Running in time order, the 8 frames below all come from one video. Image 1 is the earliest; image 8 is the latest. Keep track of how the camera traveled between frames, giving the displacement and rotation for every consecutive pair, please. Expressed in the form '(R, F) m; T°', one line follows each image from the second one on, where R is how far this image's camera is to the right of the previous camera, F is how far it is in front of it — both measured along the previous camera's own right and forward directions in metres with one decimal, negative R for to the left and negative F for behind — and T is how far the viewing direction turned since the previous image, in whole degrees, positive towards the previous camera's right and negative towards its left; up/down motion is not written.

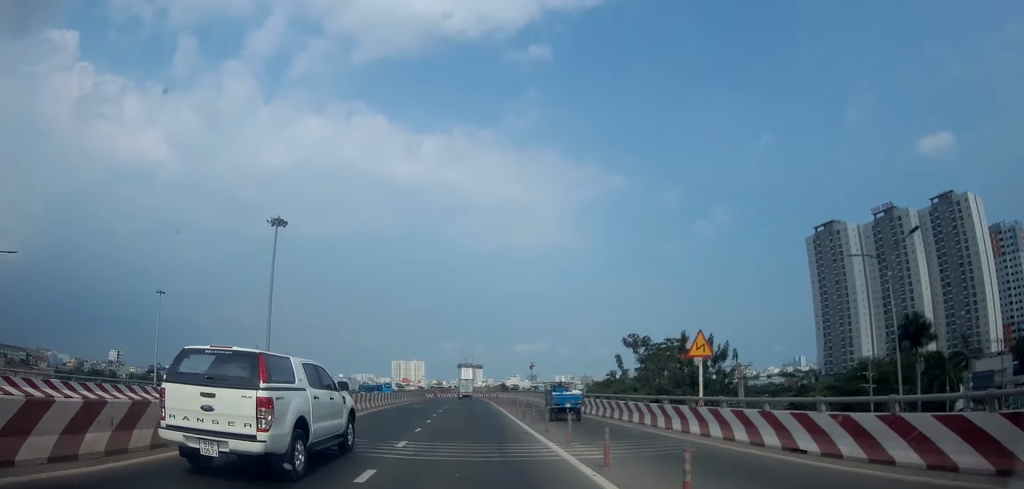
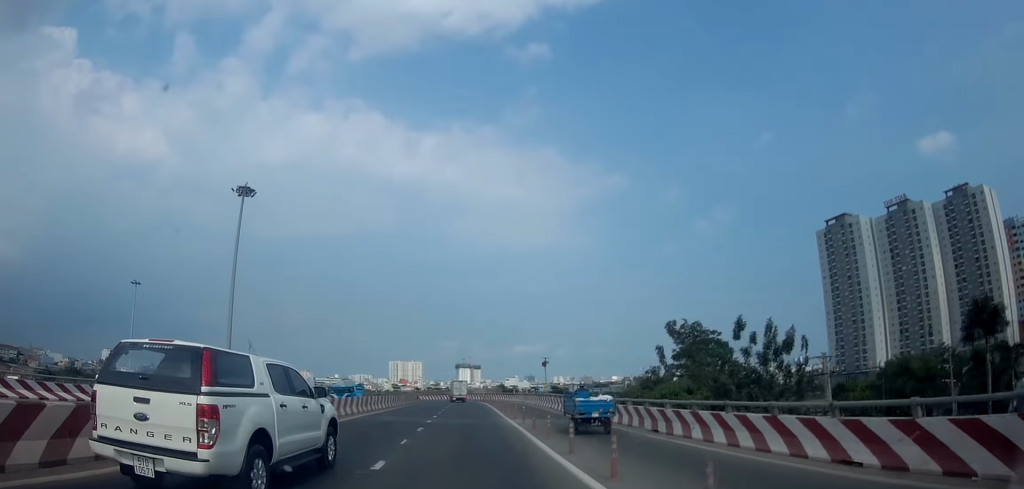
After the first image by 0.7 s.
(0.0, +10.7) m; 0°
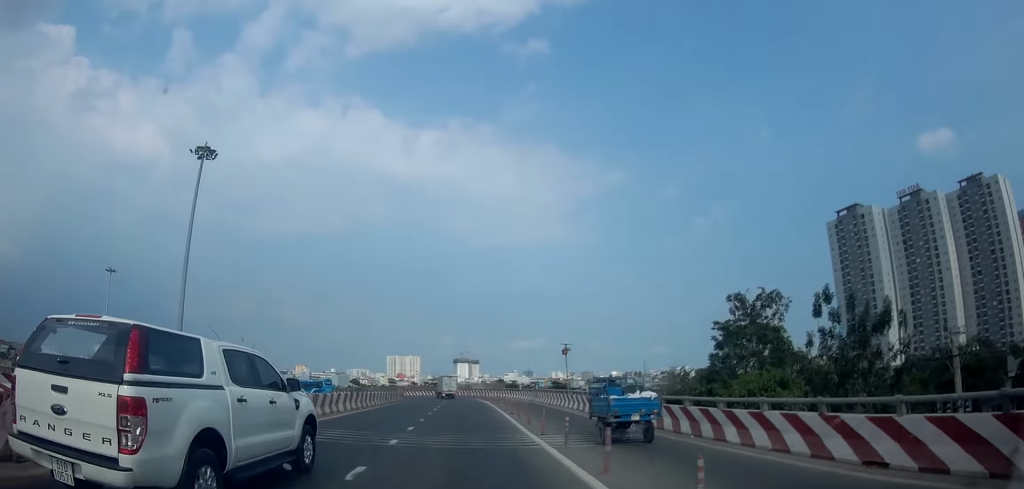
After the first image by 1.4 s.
(0.0, +9.4) m; 0°
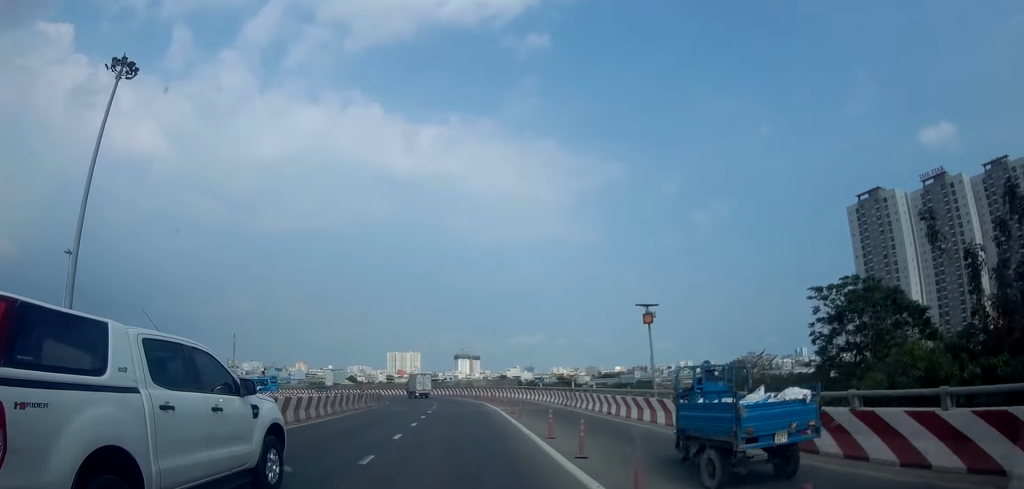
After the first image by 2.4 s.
(+0.1, +15.0) m; 0°
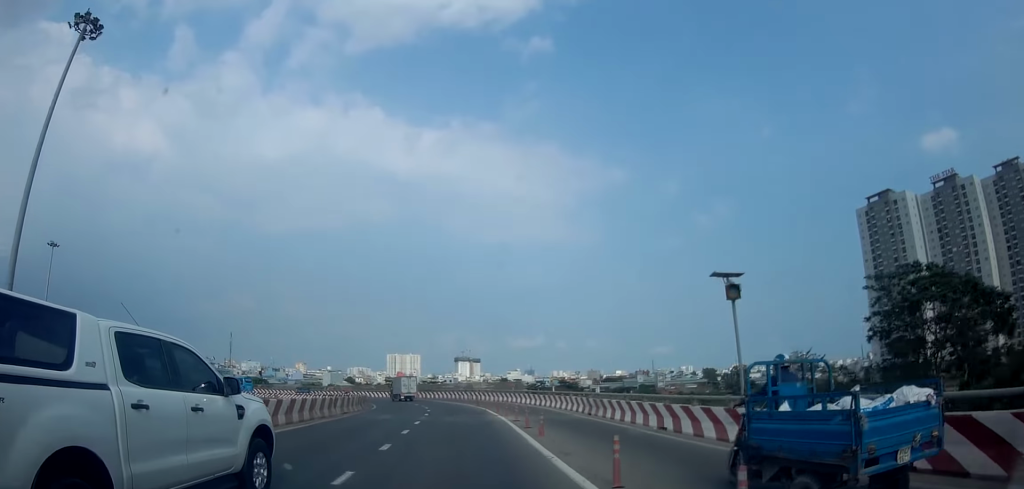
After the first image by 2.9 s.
(0.0, +6.2) m; 0°
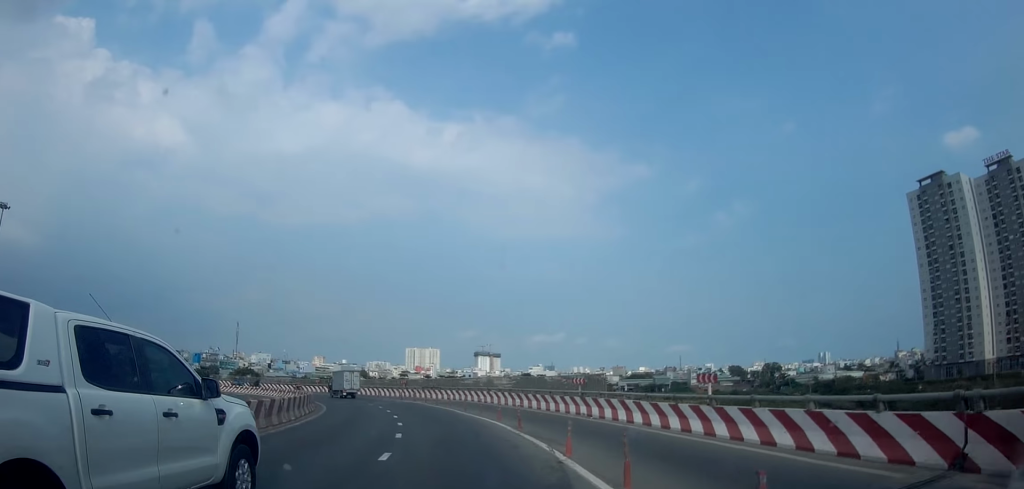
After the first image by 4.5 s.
(-0.3, +20.2) m; -2°
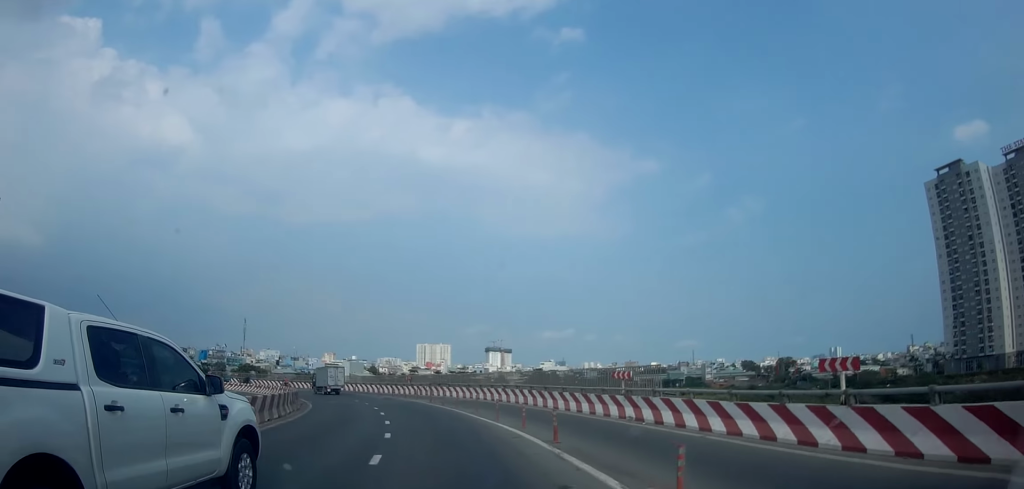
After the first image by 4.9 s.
(+0.1, +5.3) m; -1°
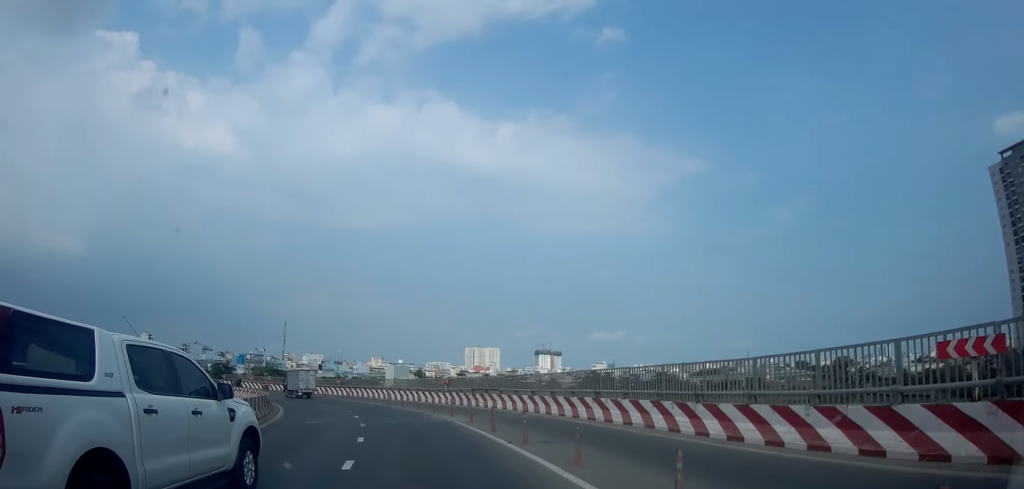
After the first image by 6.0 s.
(-0.6, +12.8) m; -7°
